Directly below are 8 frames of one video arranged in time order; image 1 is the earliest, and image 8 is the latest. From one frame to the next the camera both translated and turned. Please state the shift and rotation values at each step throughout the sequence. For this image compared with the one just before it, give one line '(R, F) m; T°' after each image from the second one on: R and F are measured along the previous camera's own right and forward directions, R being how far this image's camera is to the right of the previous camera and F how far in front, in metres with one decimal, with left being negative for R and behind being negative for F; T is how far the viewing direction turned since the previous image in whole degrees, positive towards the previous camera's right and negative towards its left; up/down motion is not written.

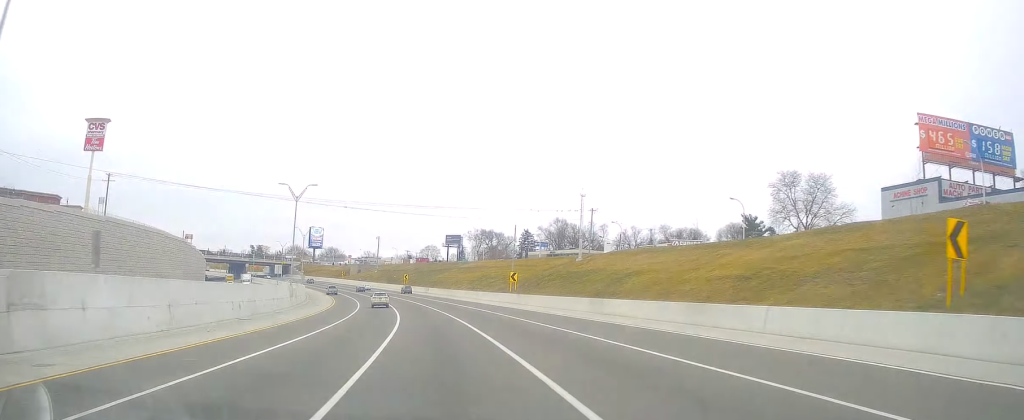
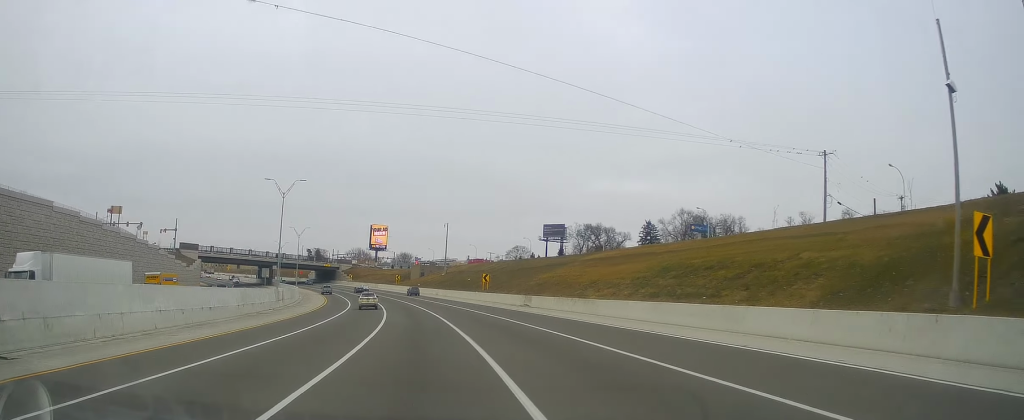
(-4.2, +70.4) m; -8°
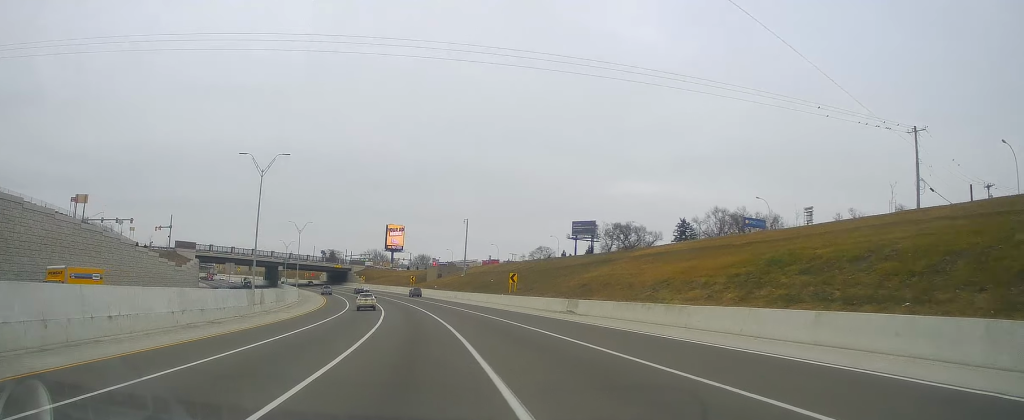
(-0.3, +15.4) m; -2°
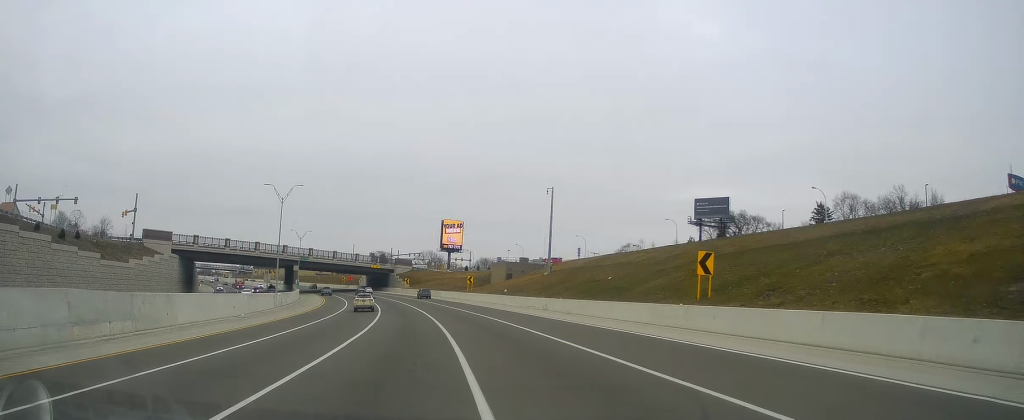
(-1.9, +47.9) m; -6°
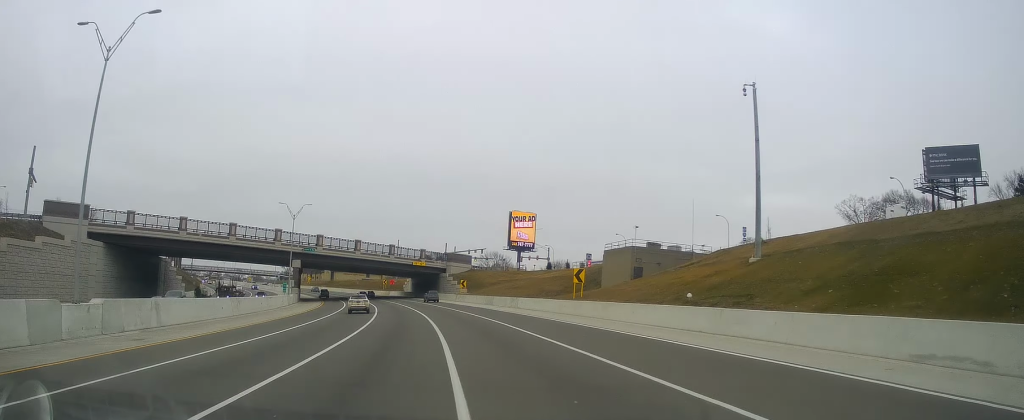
(-3.9, +49.1) m; -8°
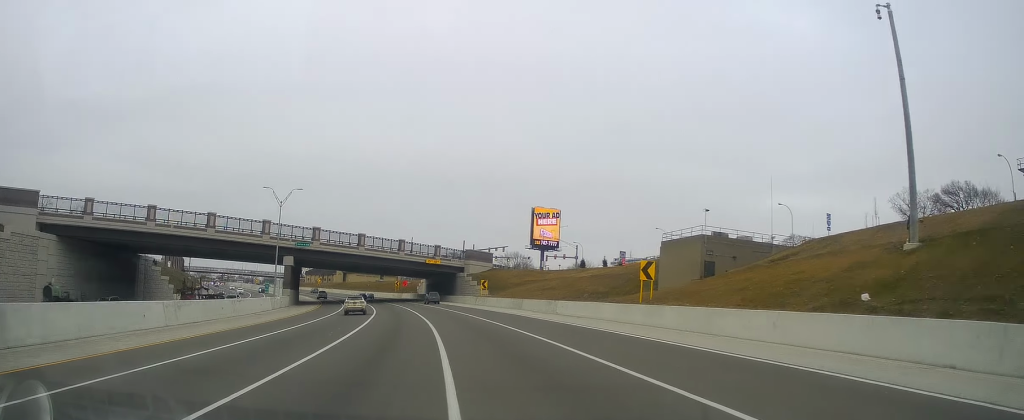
(-0.3, +14.8) m; -2°
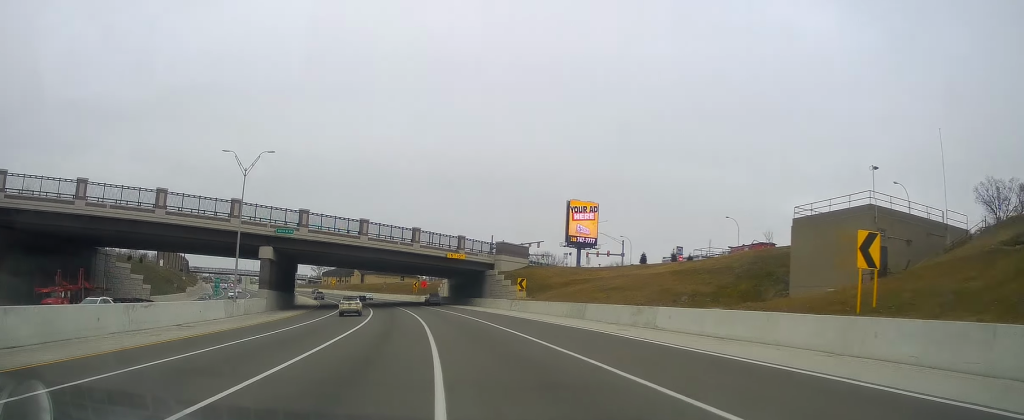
(-0.1, +20.2) m; -2°
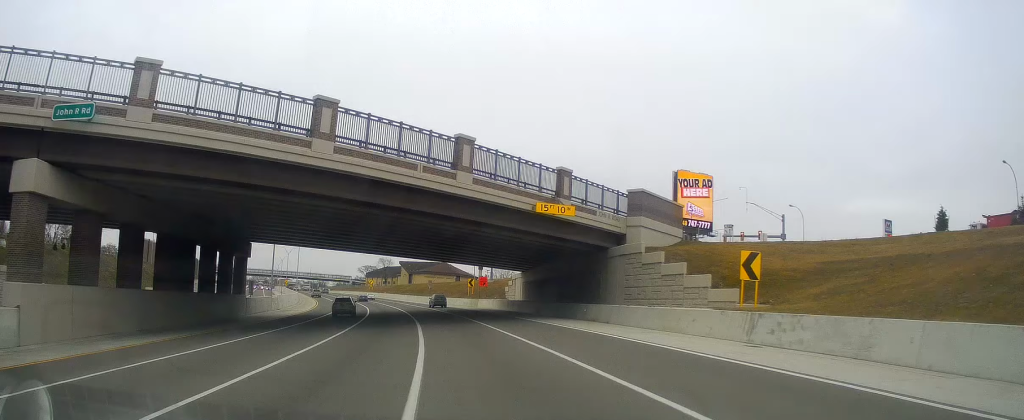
(-2.2, +44.5) m; -6°
